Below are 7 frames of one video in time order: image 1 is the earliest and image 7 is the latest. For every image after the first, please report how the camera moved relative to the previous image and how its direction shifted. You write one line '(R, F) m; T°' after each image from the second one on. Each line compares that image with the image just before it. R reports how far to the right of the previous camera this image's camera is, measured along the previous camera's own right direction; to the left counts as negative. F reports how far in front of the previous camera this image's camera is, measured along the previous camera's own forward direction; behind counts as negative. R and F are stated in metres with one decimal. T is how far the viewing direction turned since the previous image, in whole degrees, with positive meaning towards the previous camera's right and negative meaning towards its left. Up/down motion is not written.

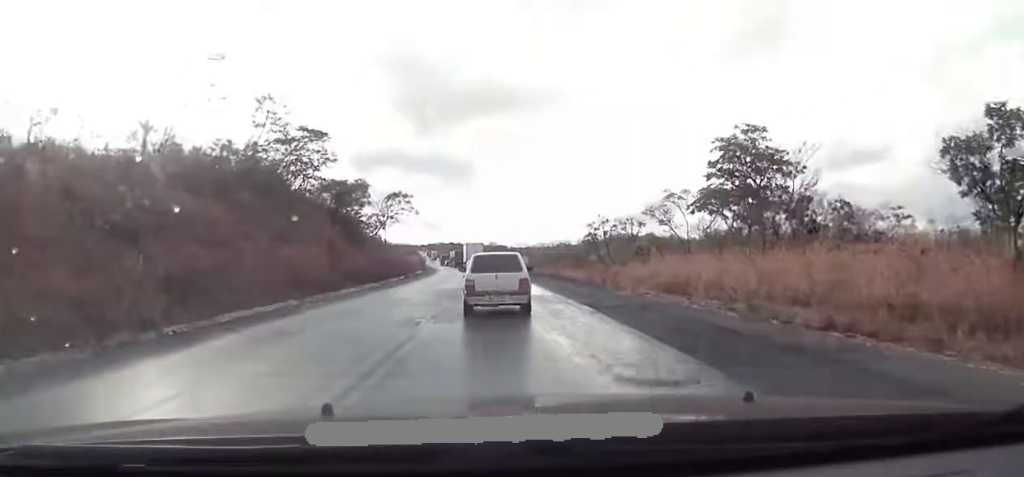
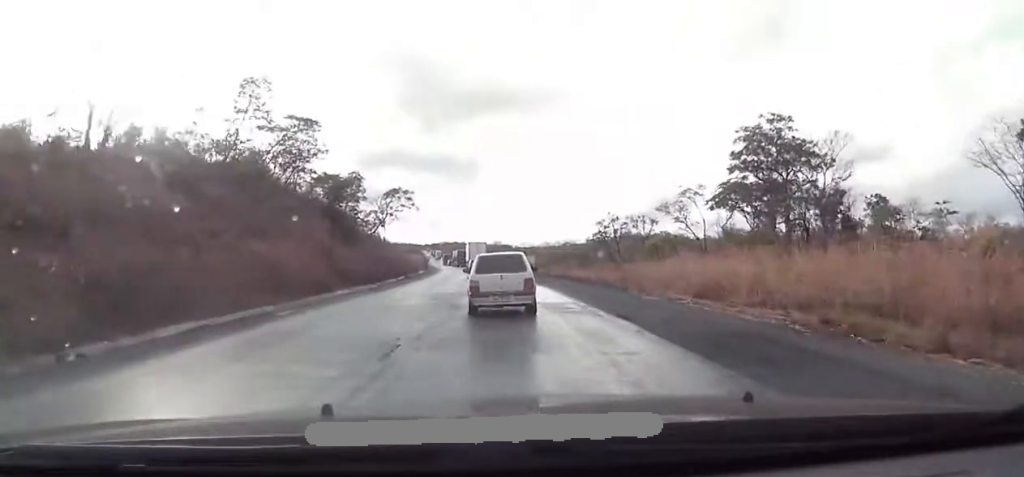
(0.0, +4.1) m; 0°
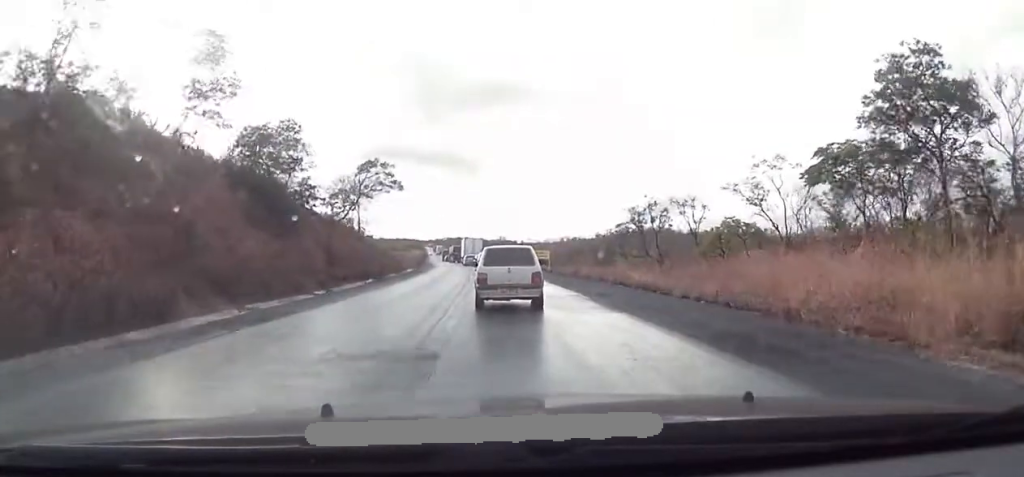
(0.0, +17.8) m; -3°
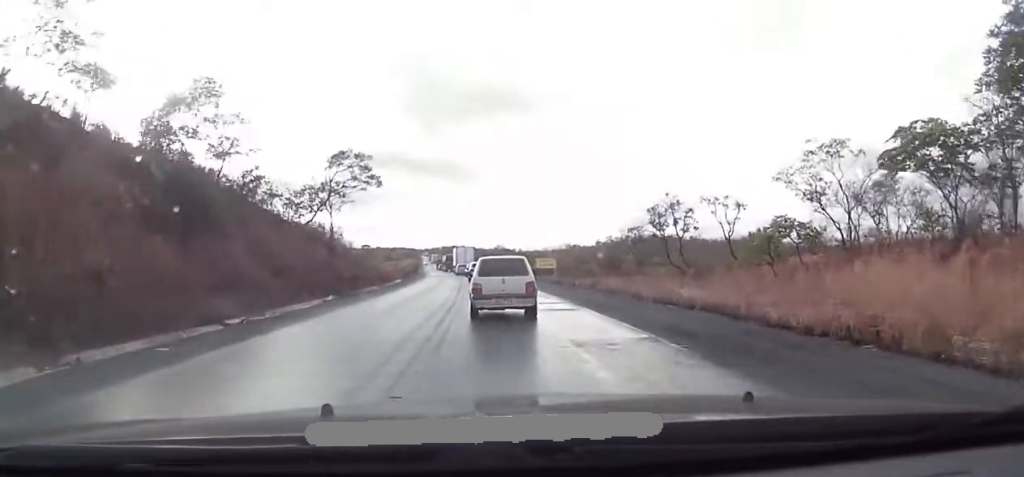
(-0.5, +9.6) m; 0°
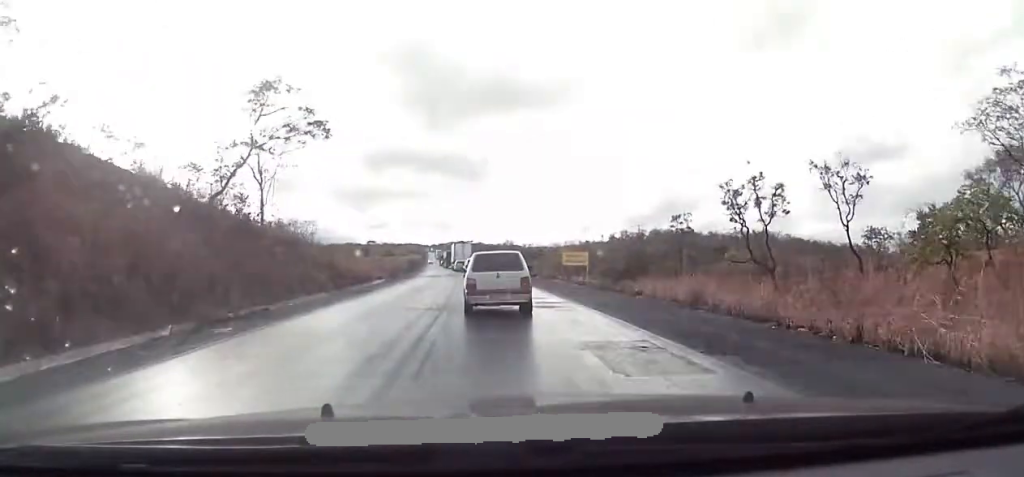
(+0.8, +16.8) m; +1°
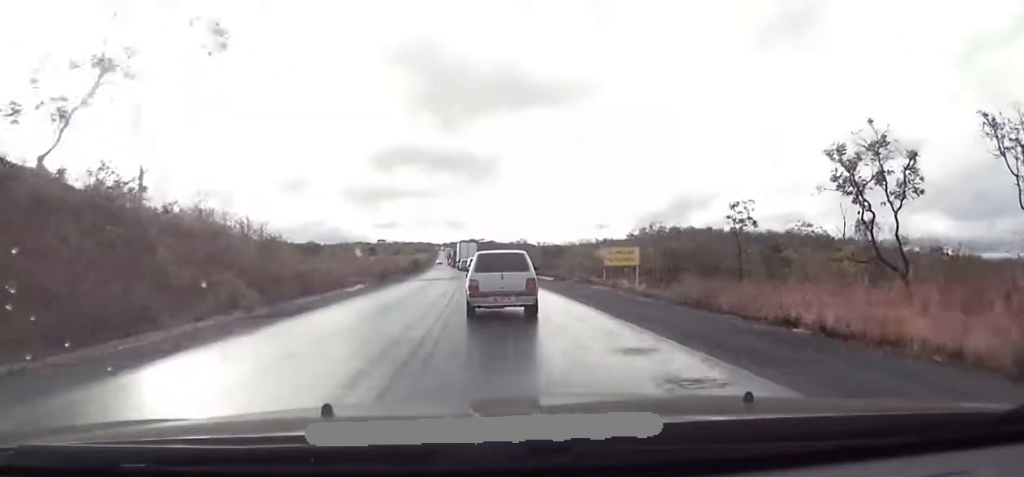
(-0.5, +13.2) m; -1°
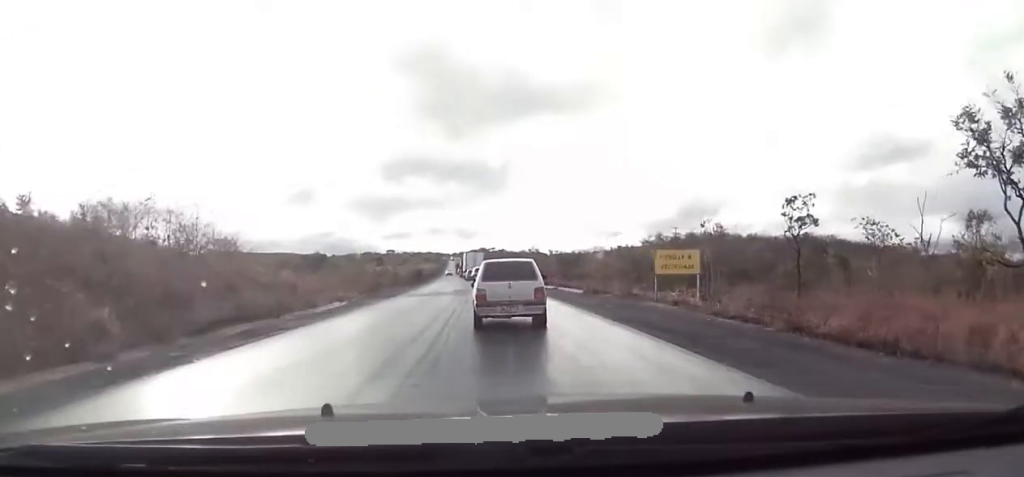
(+0.2, +9.2) m; 0°
